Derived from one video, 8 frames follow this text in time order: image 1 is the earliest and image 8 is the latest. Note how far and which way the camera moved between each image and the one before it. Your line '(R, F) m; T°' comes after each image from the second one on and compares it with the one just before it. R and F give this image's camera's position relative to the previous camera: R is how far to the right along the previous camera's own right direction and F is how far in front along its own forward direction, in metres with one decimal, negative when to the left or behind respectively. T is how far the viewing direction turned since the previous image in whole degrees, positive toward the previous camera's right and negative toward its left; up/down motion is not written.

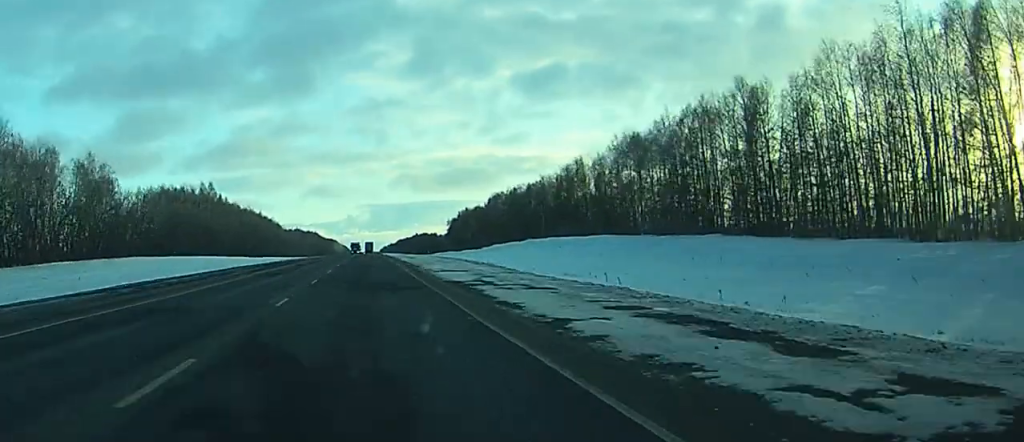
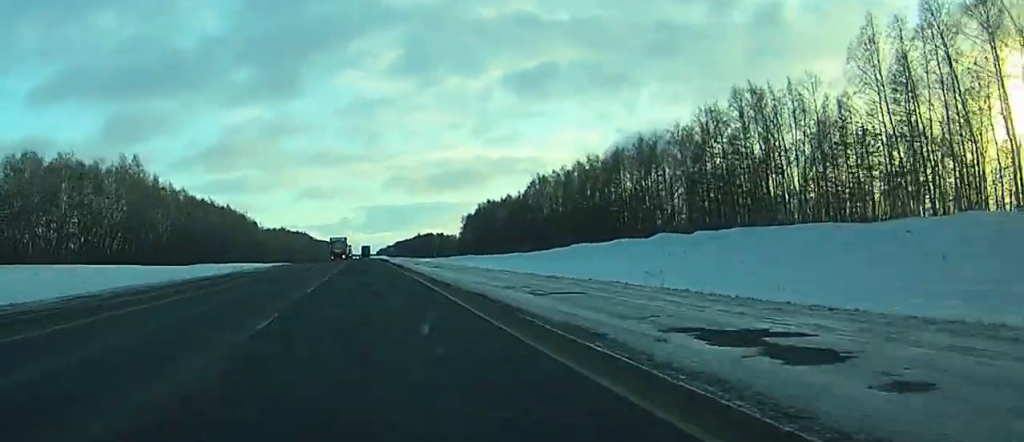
(-0.2, +78.0) m; 0°
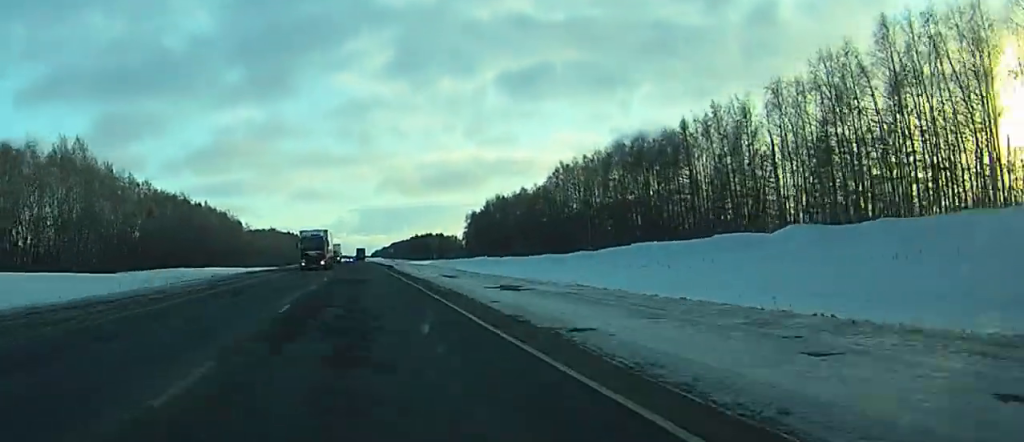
(0.0, +31.3) m; 0°
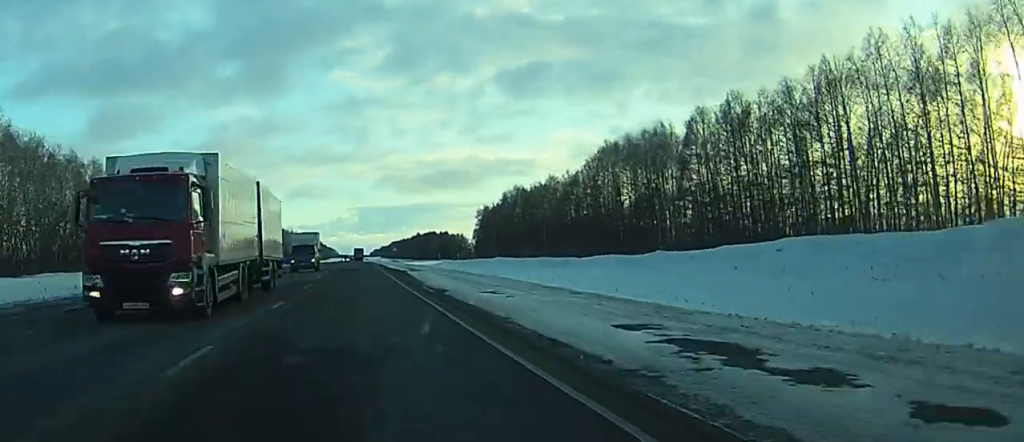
(0.0, +34.6) m; 0°
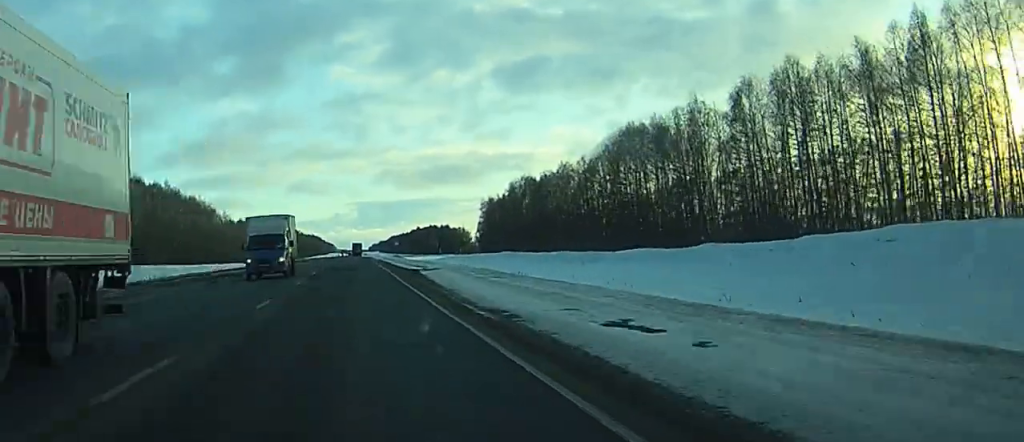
(0.0, +13.9) m; 0°
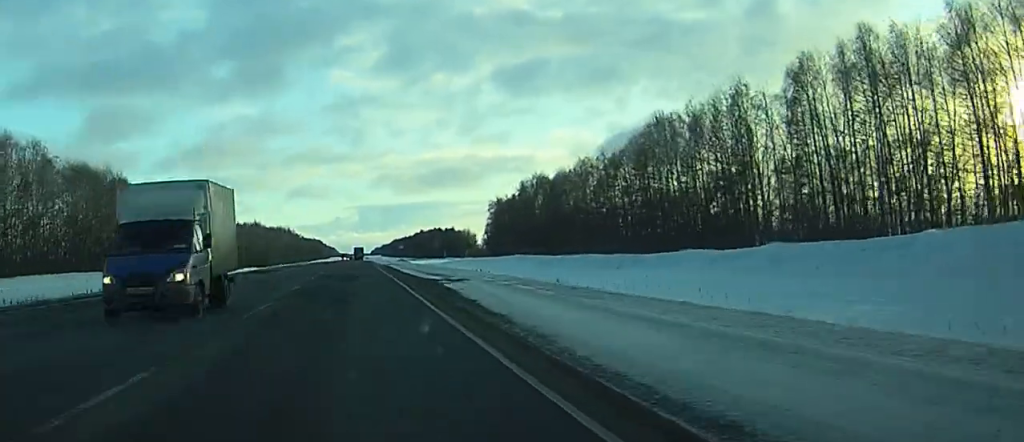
(0.0, +12.9) m; 0°
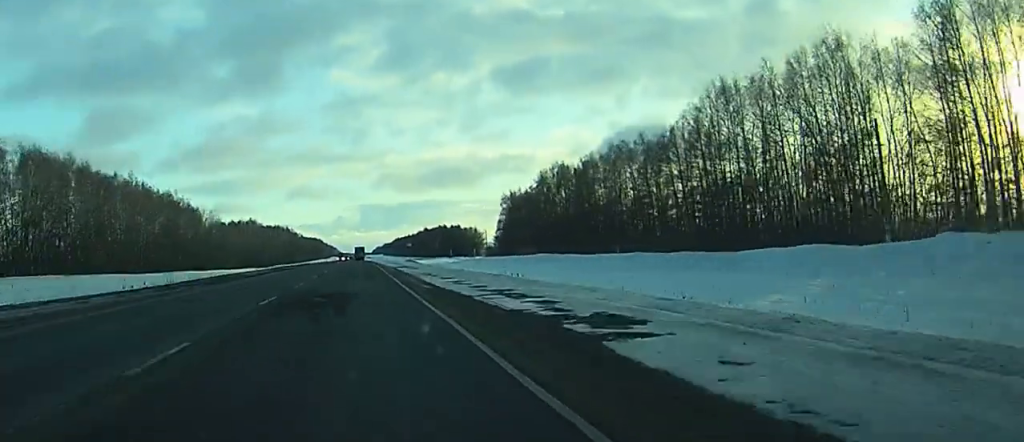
(0.0, +21.1) m; 0°
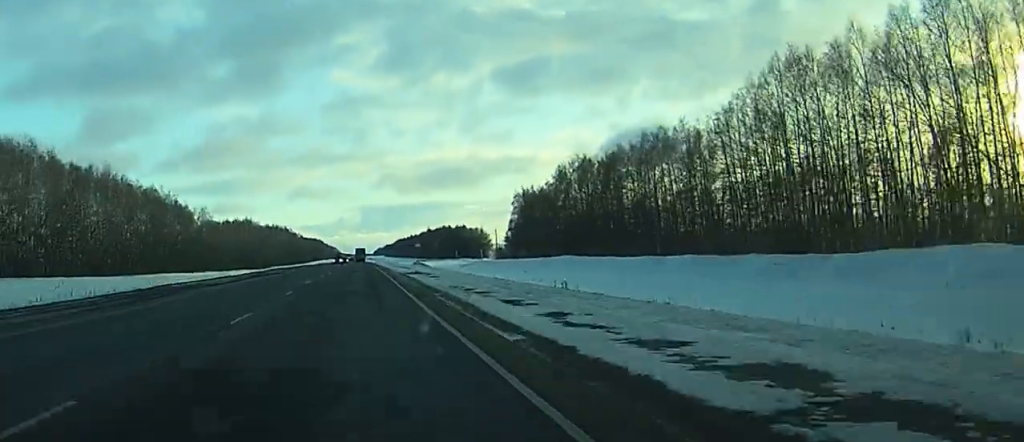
(0.0, +16.4) m; 0°
